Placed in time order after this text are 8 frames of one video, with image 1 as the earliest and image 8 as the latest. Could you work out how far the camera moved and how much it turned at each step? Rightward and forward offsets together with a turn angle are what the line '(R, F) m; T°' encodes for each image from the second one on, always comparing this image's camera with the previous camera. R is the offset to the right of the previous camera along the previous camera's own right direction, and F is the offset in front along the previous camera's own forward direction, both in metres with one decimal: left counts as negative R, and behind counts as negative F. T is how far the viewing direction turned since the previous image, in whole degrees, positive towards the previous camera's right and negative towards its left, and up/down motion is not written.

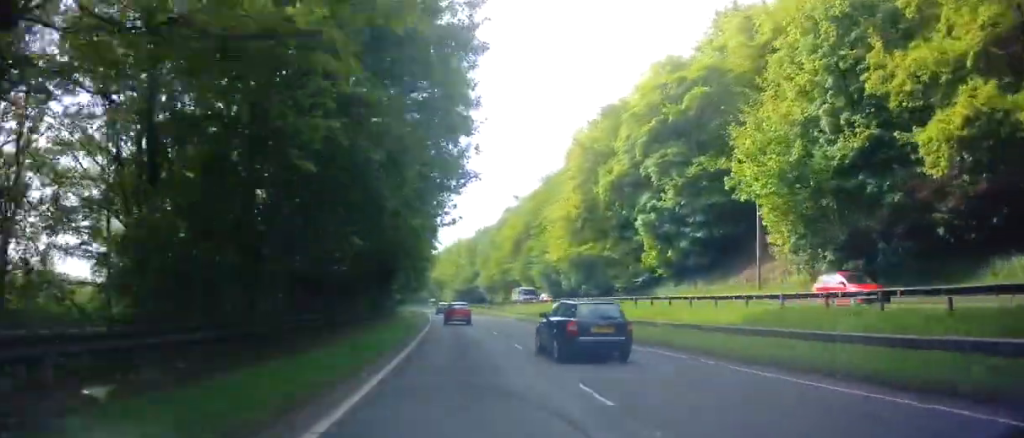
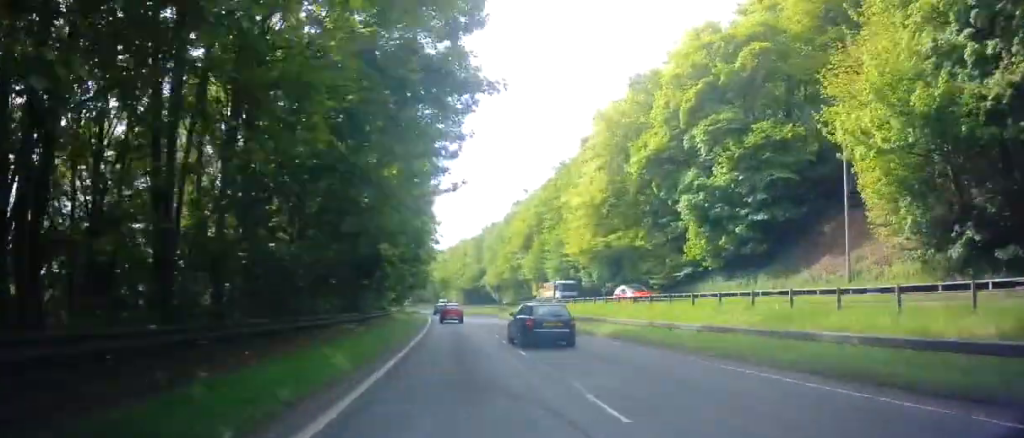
(-0.1, +10.0) m; 0°
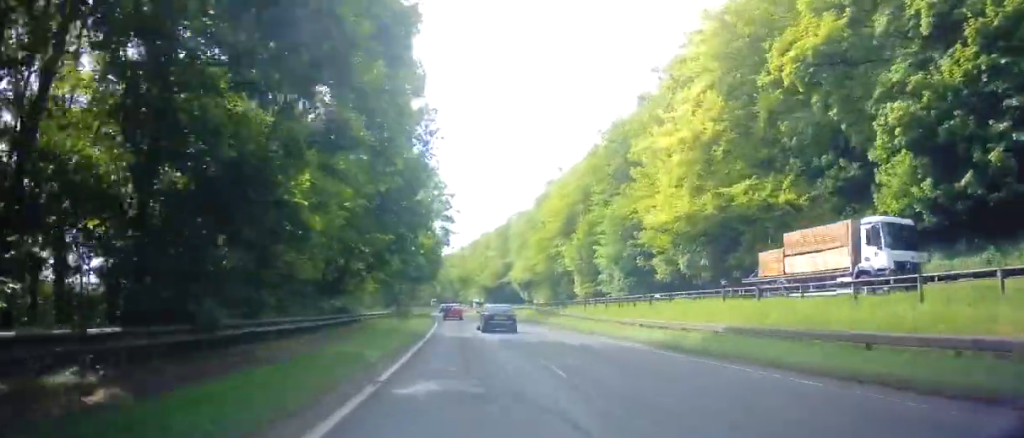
(+0.5, +22.2) m; 0°
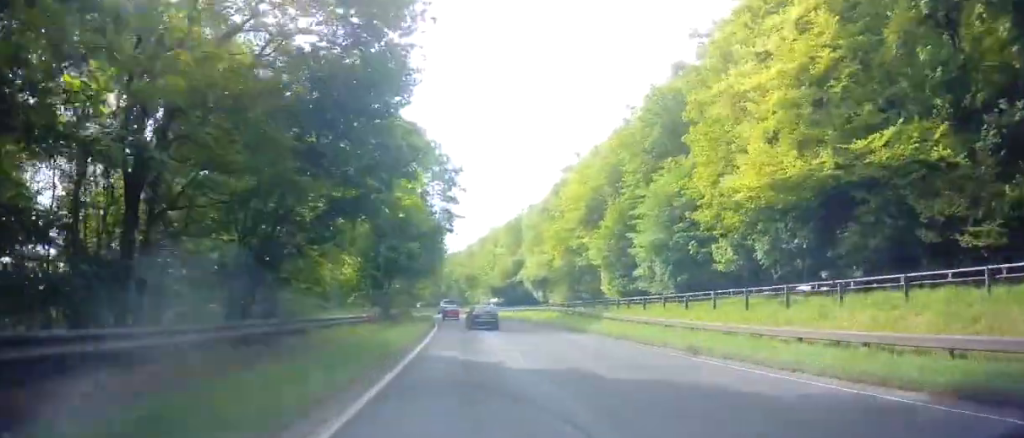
(0.0, +11.5) m; -2°
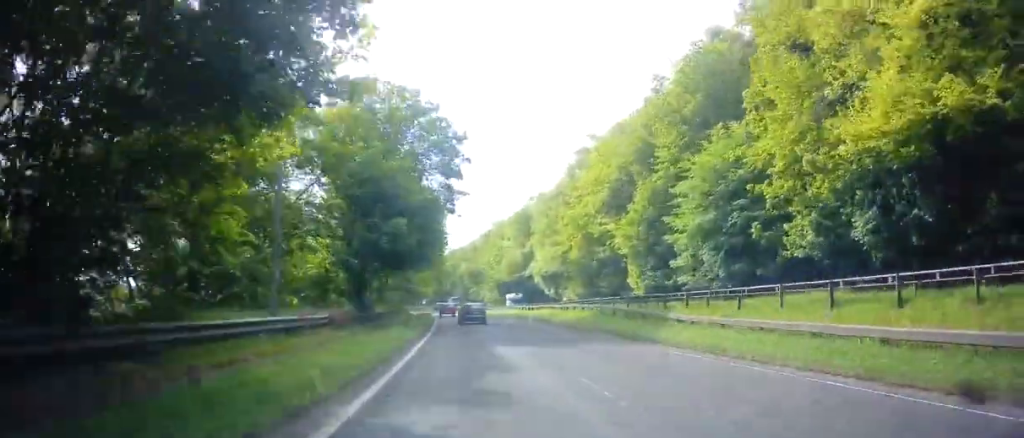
(-0.4, +9.3) m; -2°
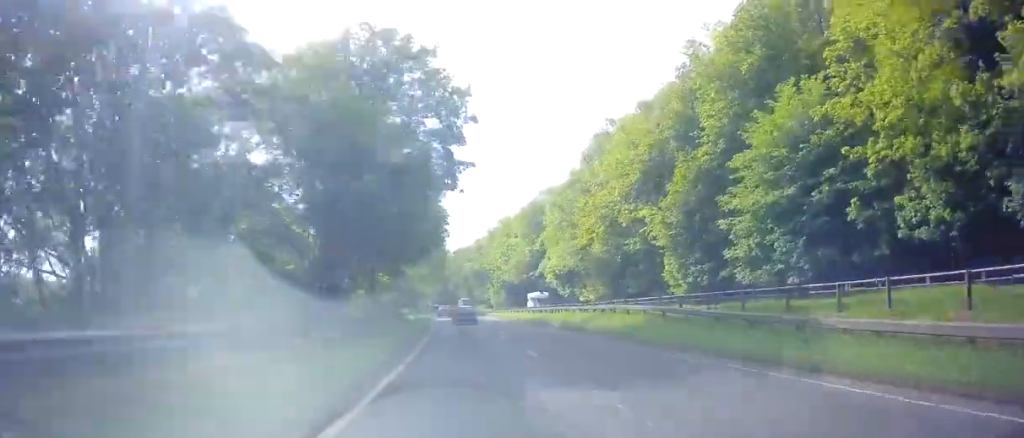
(-0.2, +9.4) m; -1°
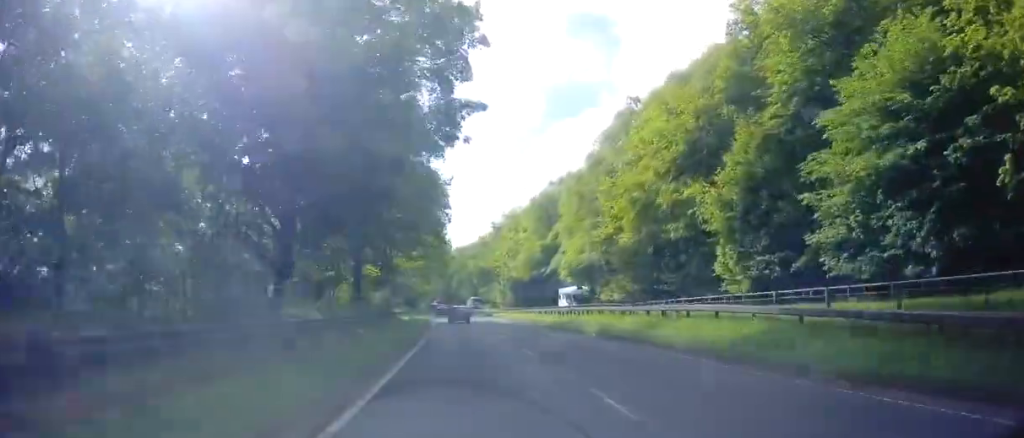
(-0.1, +9.4) m; 0°
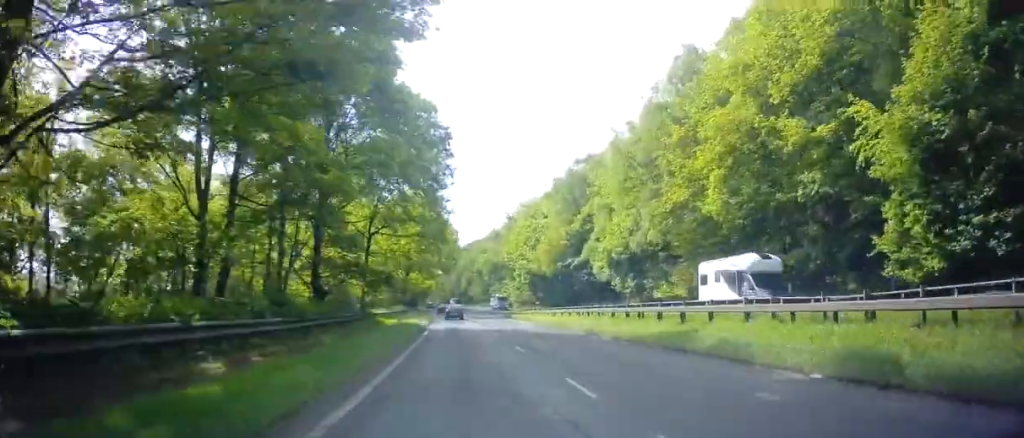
(+0.2, +16.3) m; -1°
